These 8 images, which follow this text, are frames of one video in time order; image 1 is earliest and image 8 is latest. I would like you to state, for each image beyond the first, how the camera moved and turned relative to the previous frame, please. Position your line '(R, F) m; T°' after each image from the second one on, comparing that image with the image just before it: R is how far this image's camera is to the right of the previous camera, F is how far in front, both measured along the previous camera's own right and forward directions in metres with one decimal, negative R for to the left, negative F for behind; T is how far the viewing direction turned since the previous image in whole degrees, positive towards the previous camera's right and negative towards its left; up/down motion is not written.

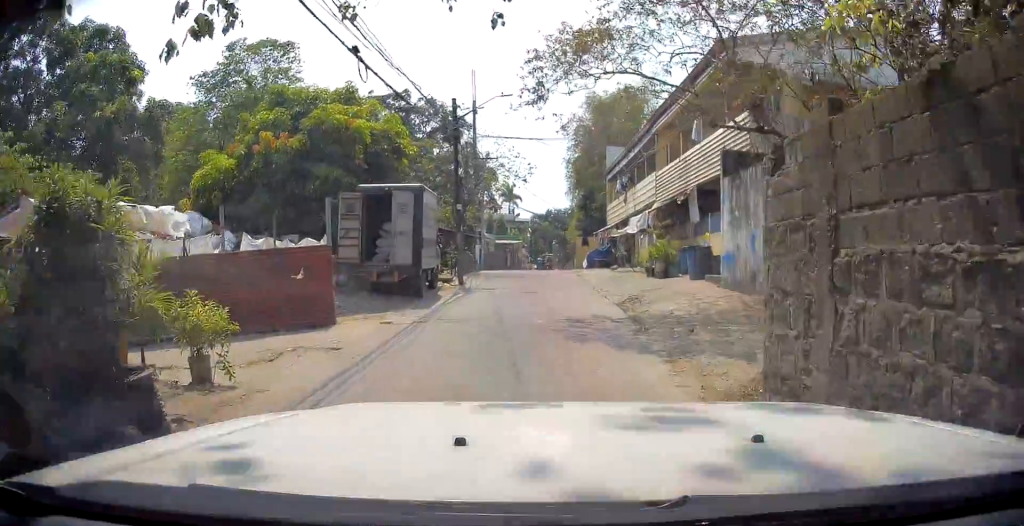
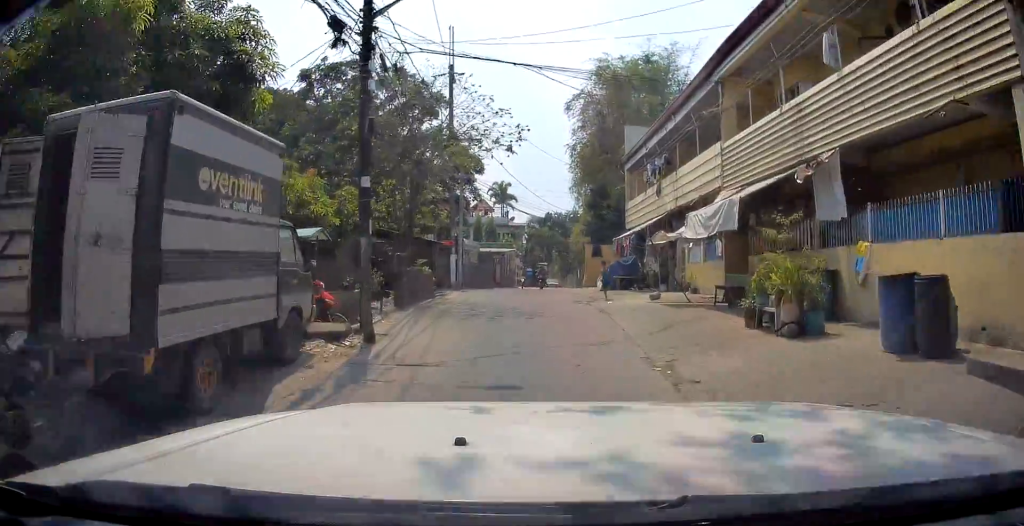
(-0.5, +11.5) m; -2°
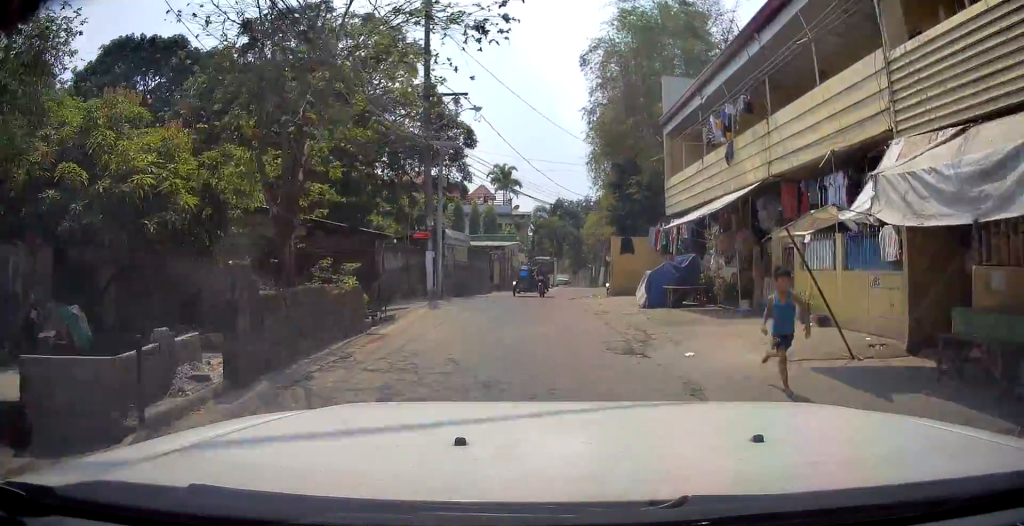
(+0.1, +9.7) m; 0°
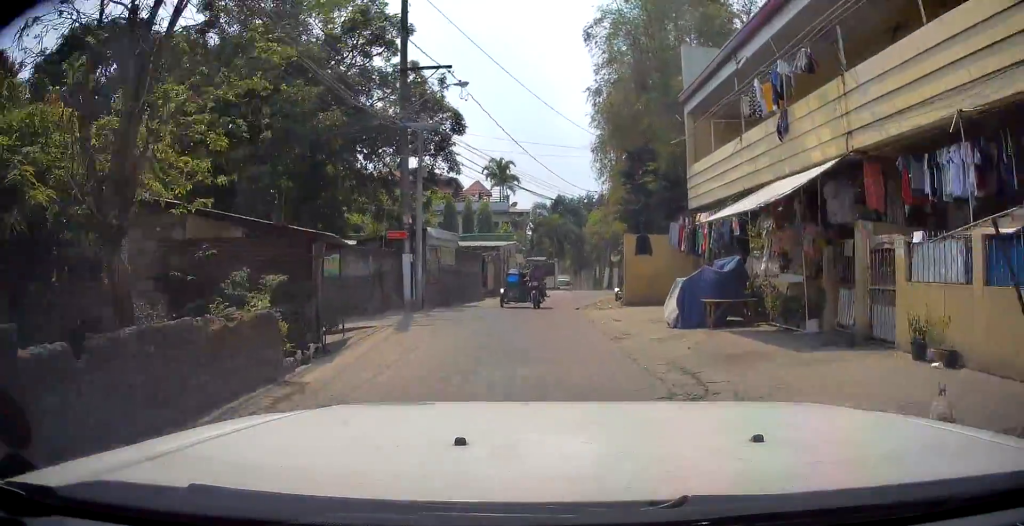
(0.0, +4.4) m; 0°
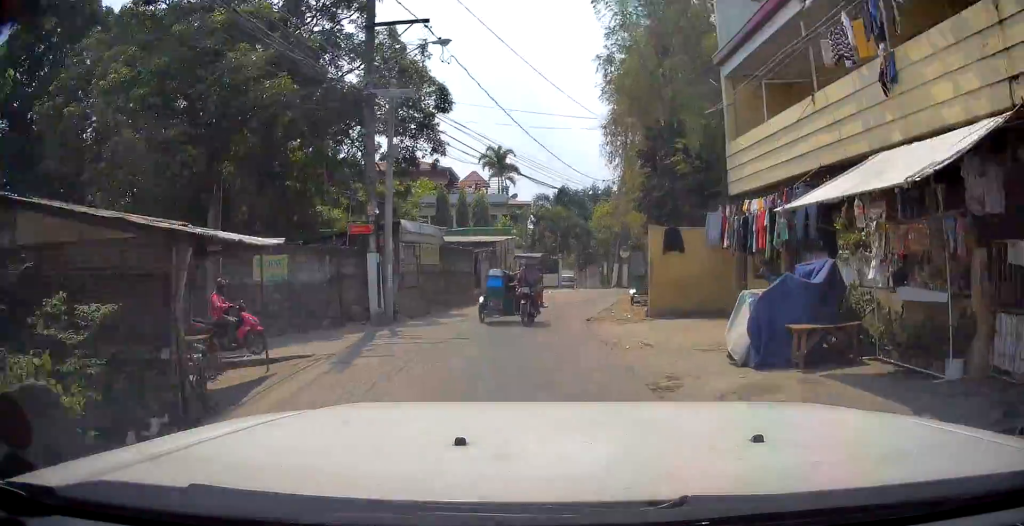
(0.0, +5.0) m; -1°
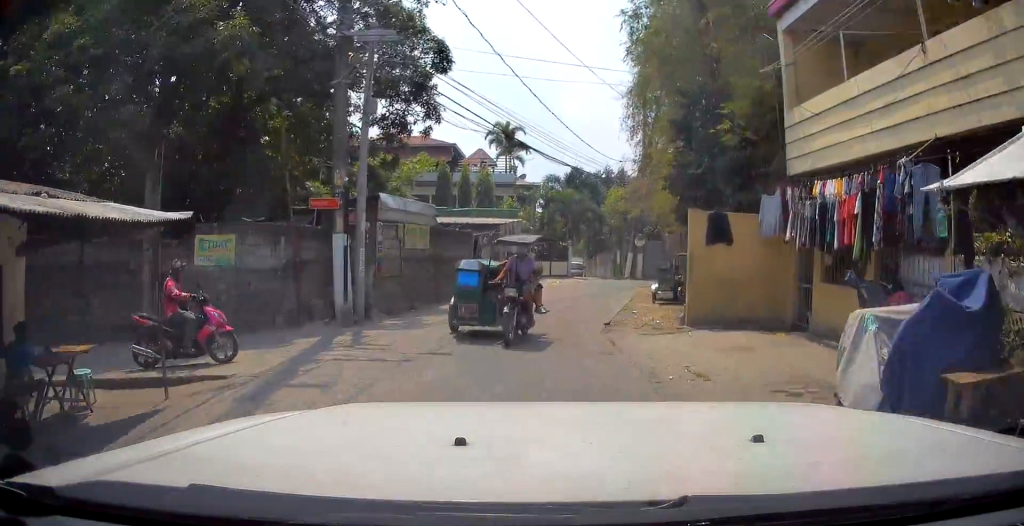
(0.0, +4.0) m; -1°
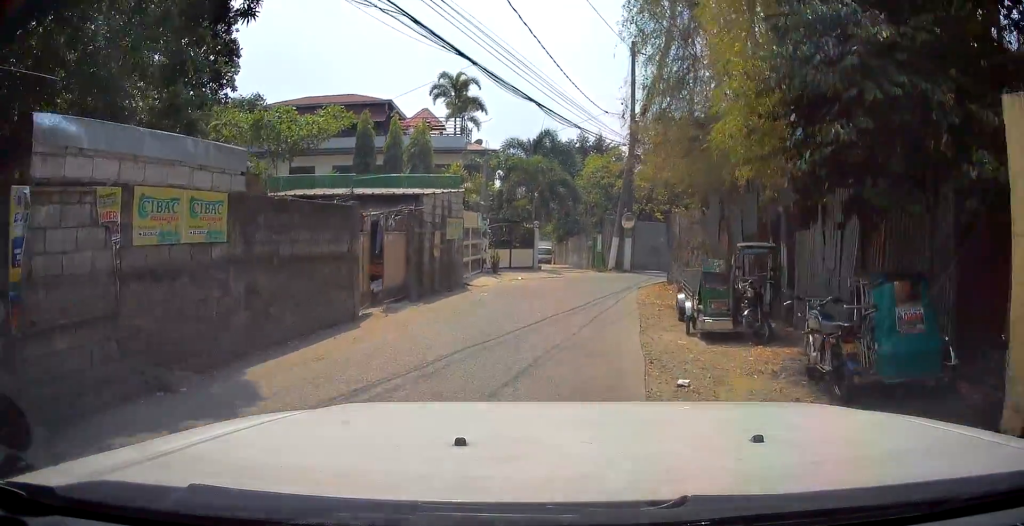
(-0.4, +14.4) m; +2°
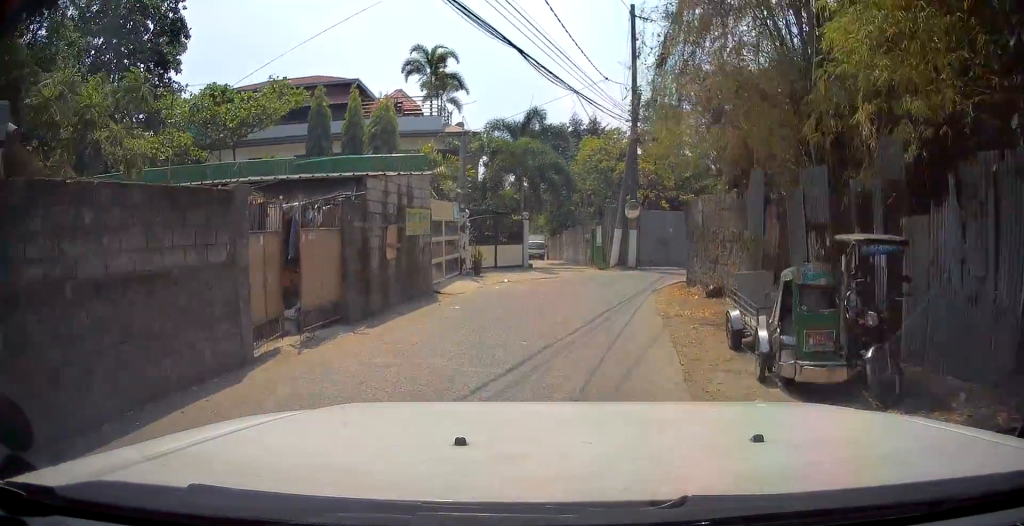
(+0.5, +6.0) m; -3°
